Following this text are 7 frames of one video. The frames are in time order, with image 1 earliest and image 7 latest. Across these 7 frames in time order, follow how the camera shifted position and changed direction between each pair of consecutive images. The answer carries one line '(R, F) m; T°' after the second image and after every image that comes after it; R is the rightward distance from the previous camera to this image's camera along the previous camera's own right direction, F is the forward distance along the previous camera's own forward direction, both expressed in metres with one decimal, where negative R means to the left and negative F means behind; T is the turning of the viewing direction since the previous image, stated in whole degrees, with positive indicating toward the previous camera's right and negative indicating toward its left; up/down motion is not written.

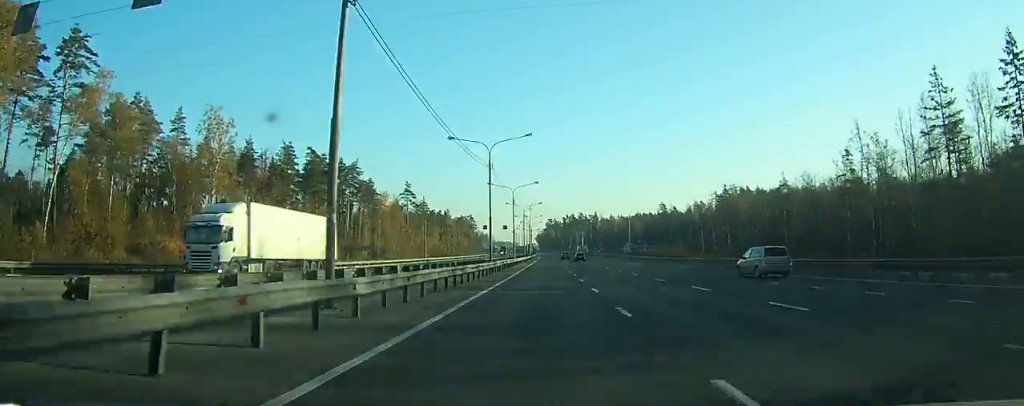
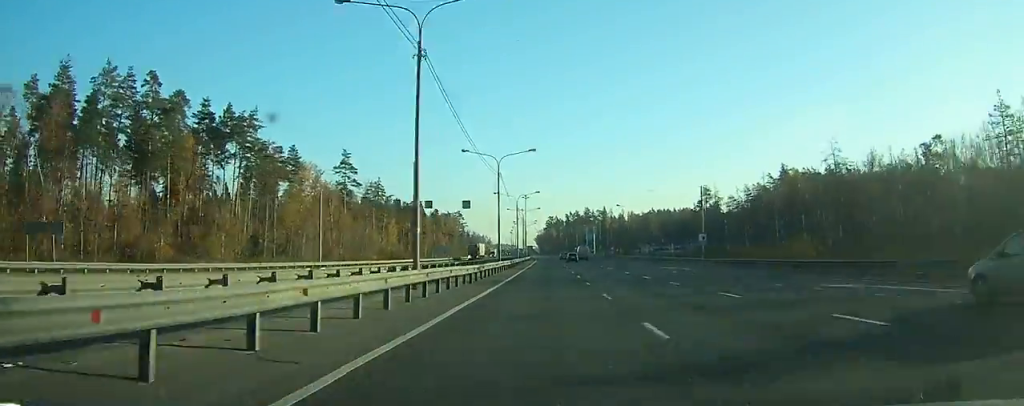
(0.0, +60.1) m; 0°
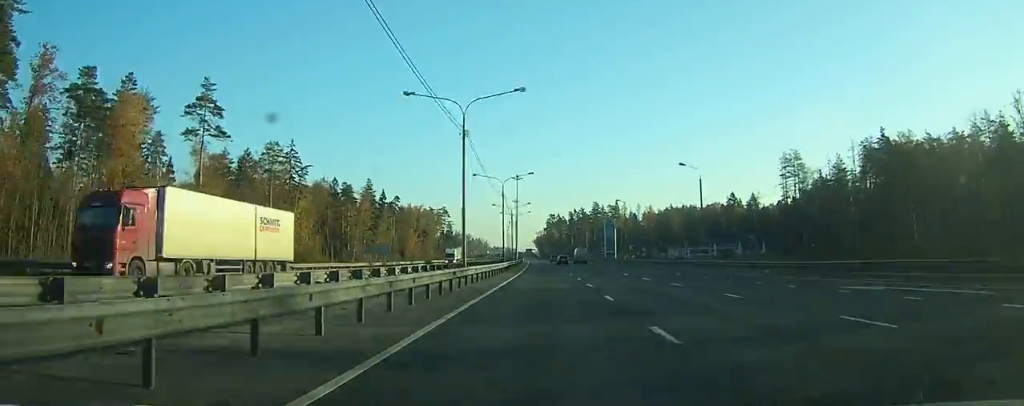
(+0.3, +57.7) m; 0°
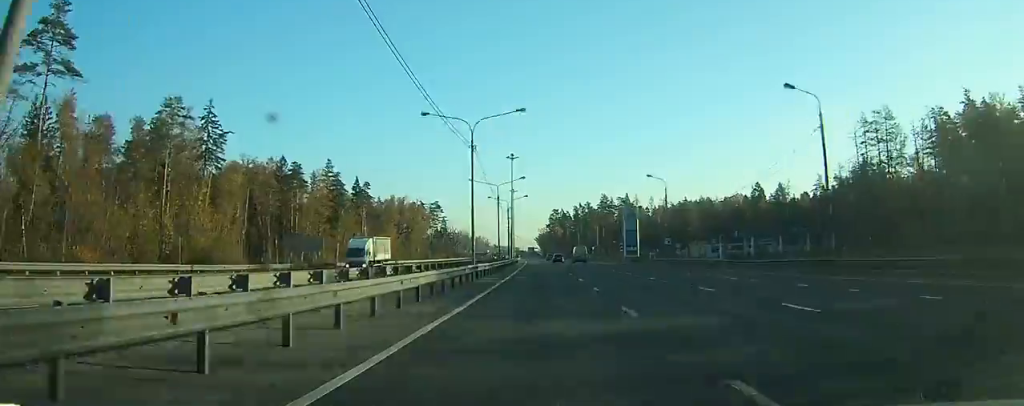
(+0.1, +29.3) m; 0°
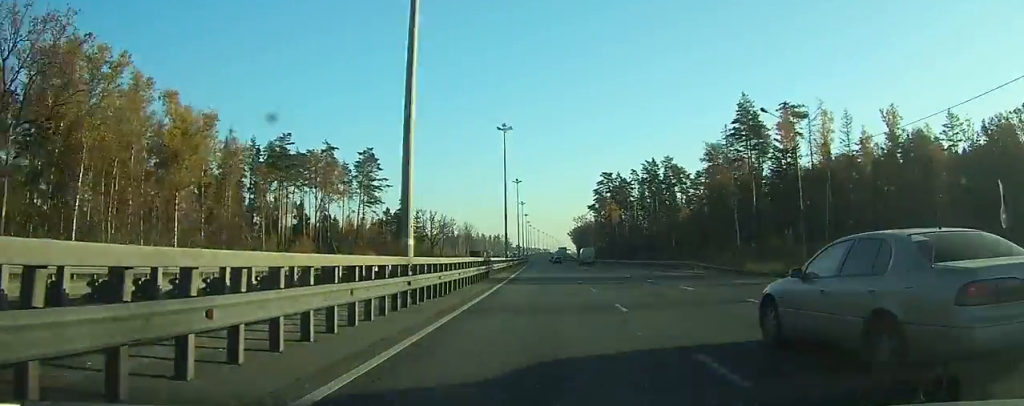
(-3.9, +154.5) m; -3°
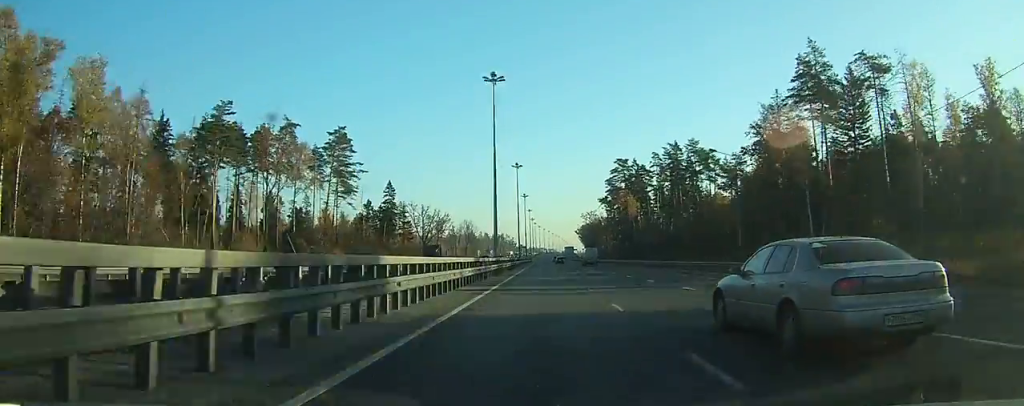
(0.0, +24.6) m; -1°
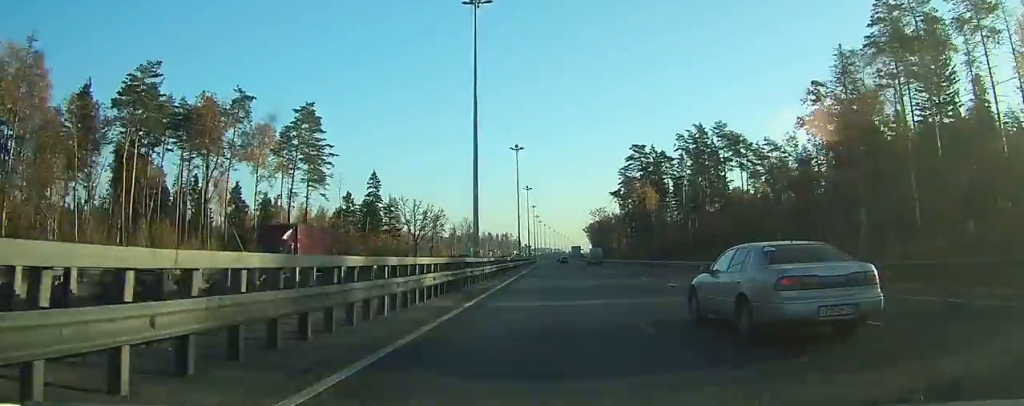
(-0.2, +20.4) m; 0°
